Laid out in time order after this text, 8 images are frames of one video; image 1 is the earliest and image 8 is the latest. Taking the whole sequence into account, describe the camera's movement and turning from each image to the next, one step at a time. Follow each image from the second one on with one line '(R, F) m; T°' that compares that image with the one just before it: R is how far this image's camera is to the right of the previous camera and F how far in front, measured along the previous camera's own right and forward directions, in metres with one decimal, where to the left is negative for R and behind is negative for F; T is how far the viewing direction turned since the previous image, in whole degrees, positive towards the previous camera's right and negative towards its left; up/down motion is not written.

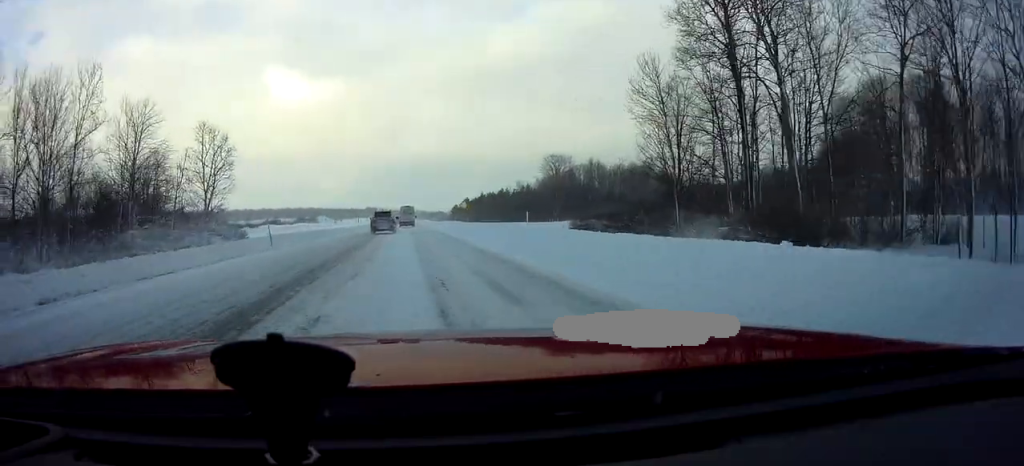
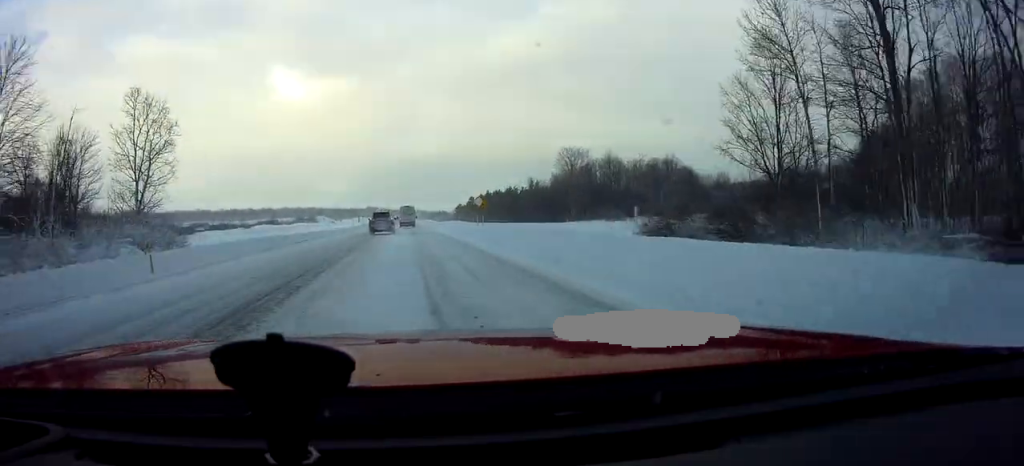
(+0.1, +13.8) m; 0°
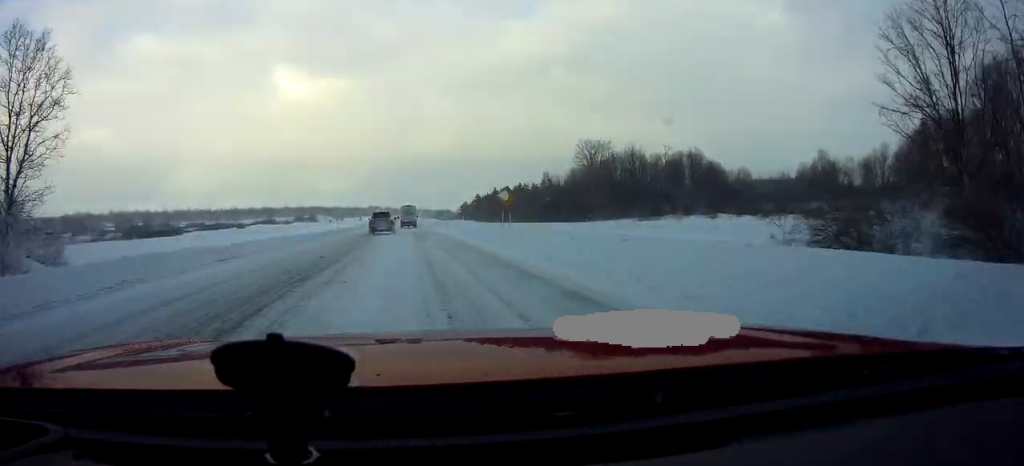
(+0.1, +14.1) m; 0°
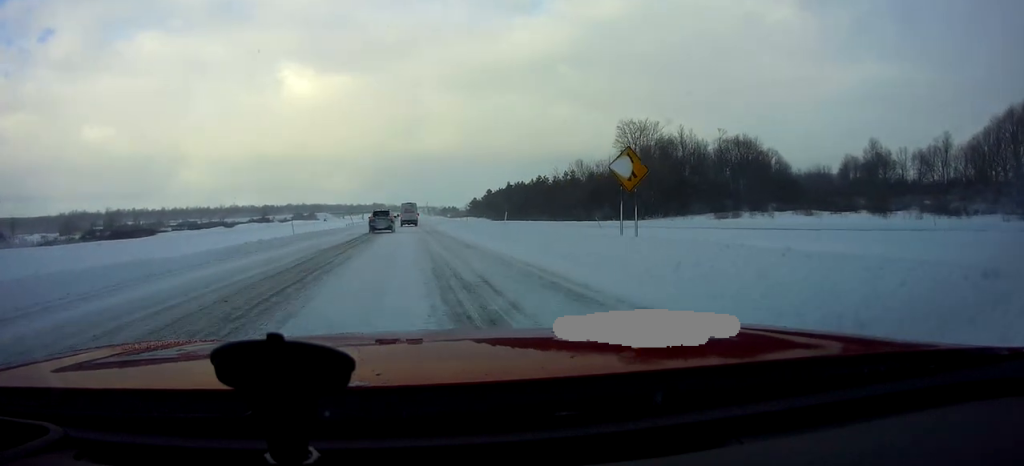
(+0.1, +24.1) m; 0°
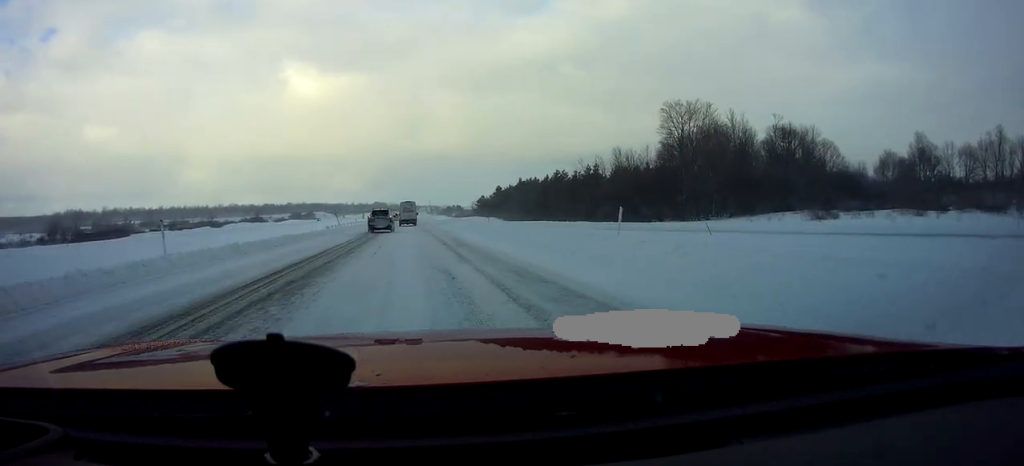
(-0.5, +19.0) m; -2°
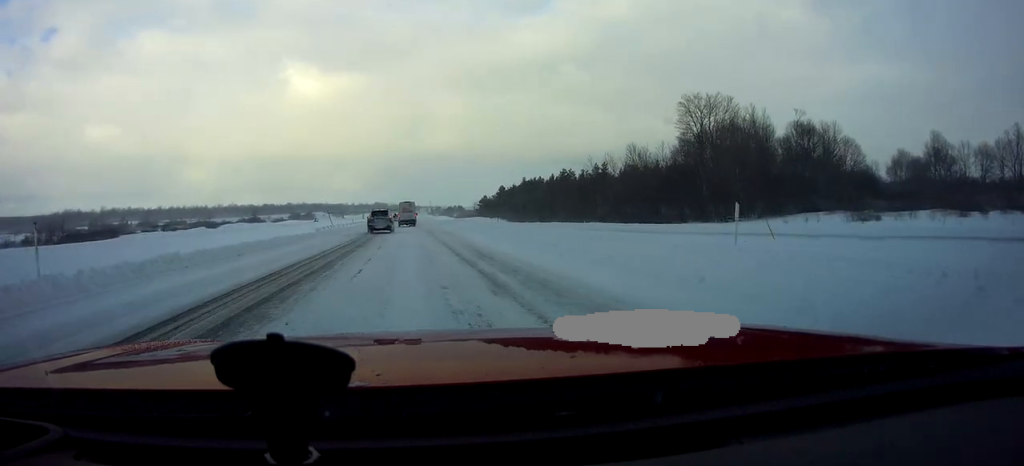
(-0.1, +6.3) m; +1°
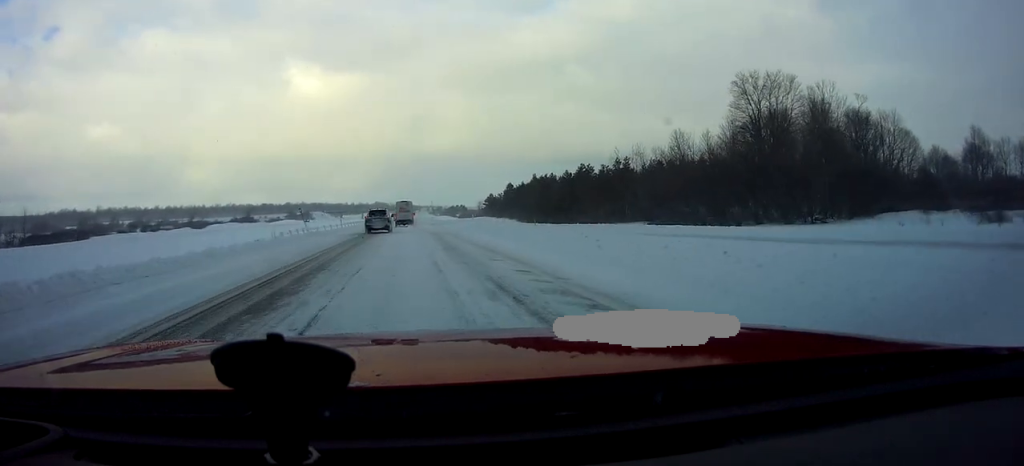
(+0.3, +15.5) m; +1°
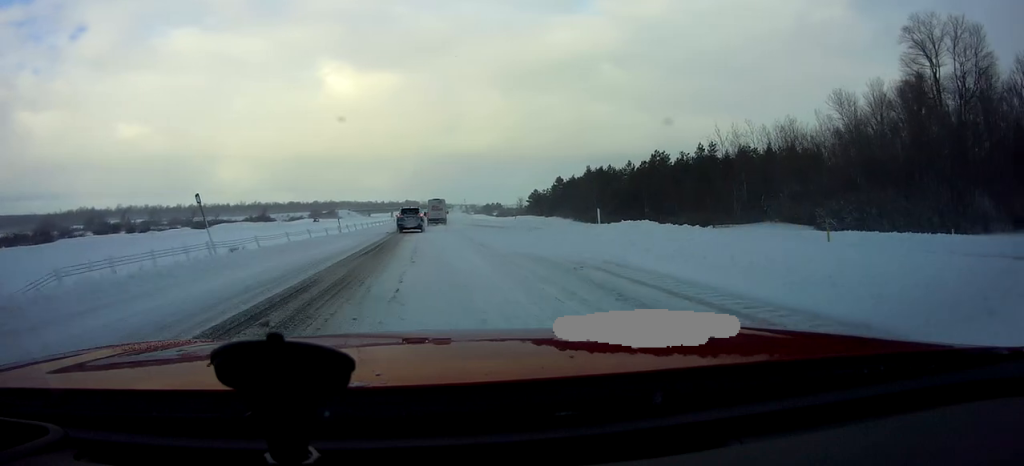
(-0.4, +26.1) m; -3°
